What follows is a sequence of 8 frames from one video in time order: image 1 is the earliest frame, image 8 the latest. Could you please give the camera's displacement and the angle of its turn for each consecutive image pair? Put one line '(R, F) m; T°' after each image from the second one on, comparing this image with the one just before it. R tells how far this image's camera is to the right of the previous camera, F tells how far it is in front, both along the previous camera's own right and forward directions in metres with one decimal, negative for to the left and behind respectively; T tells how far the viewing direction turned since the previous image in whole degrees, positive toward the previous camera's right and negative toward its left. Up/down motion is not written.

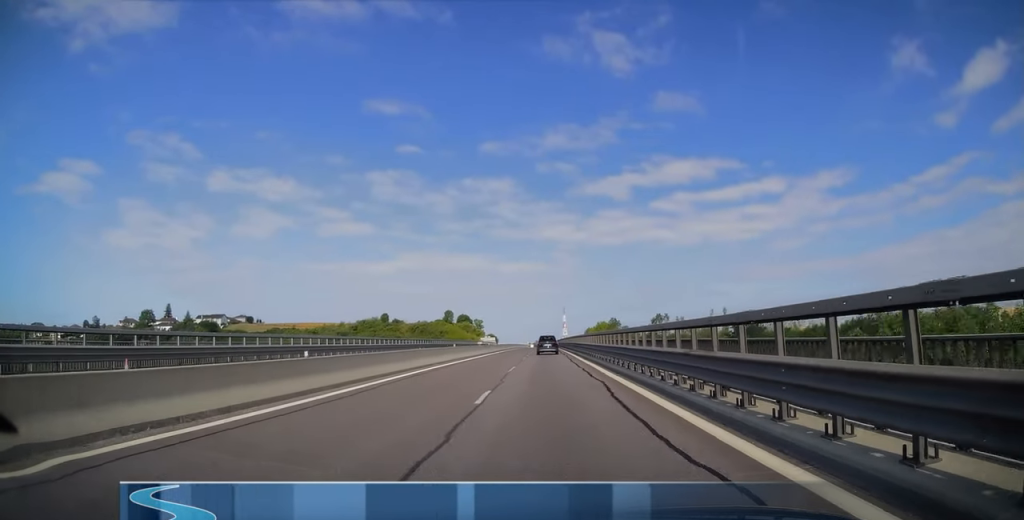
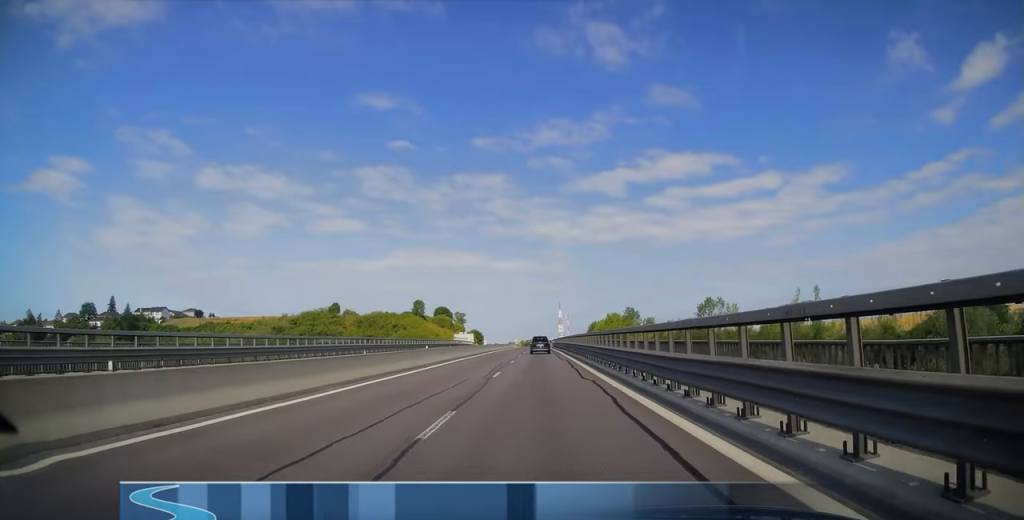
(+0.2, +56.7) m; +1°
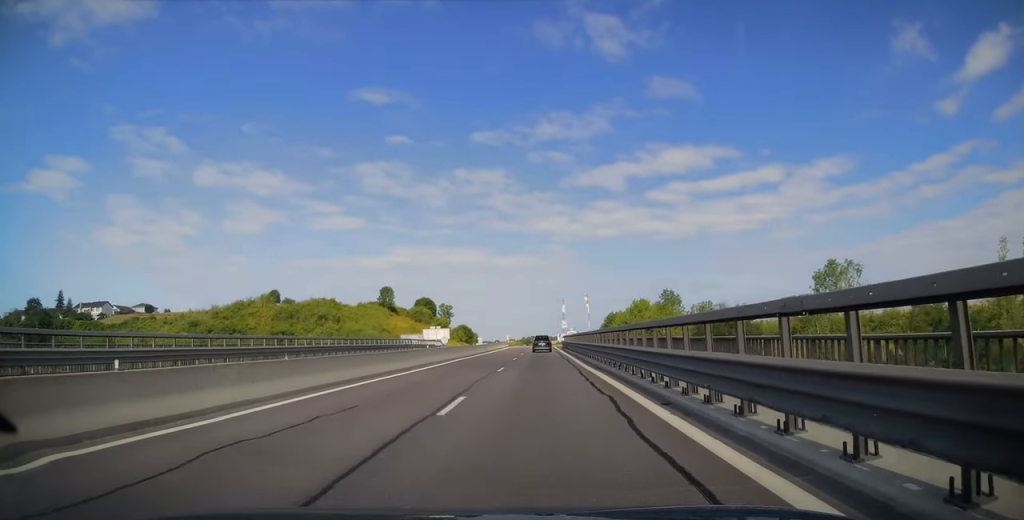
(+0.3, +49.7) m; 0°
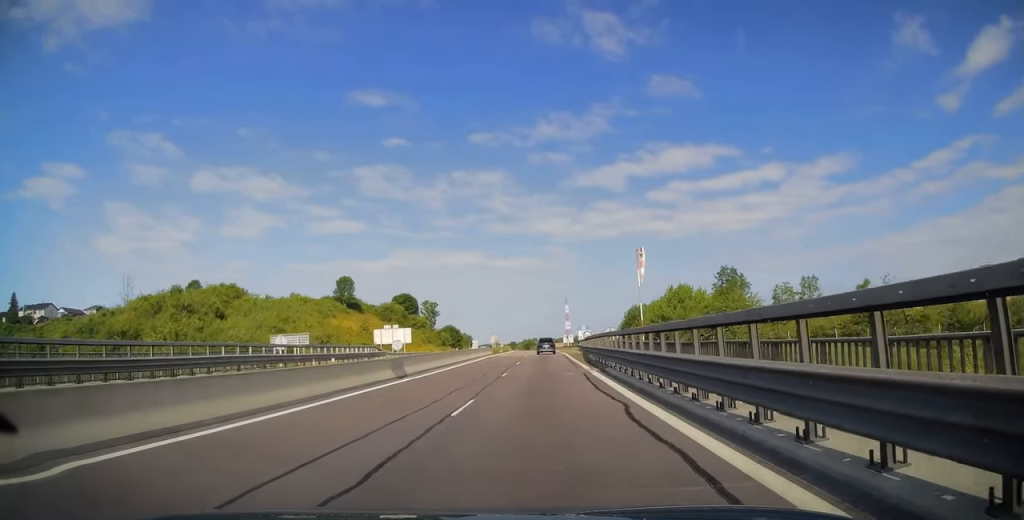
(+0.1, +39.4) m; 0°
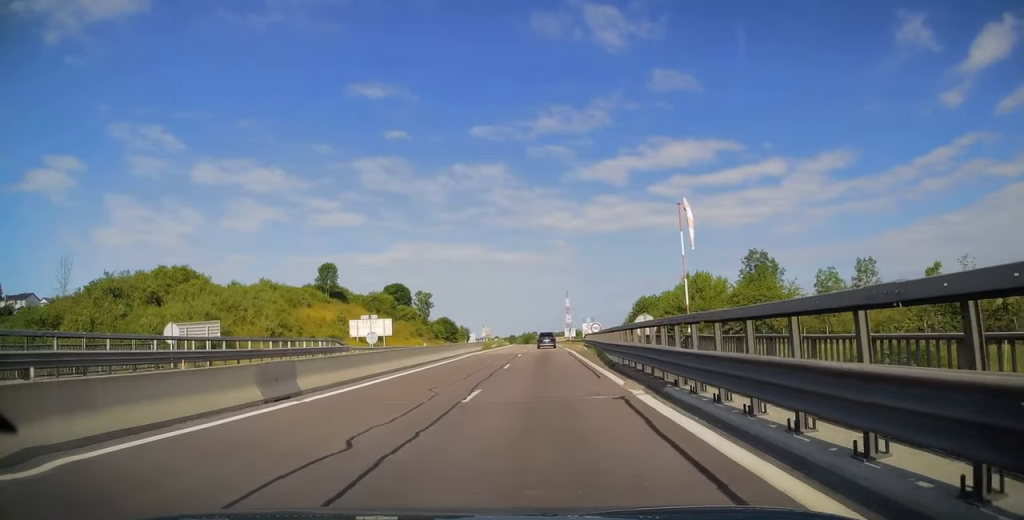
(0.0, +11.7) m; 0°
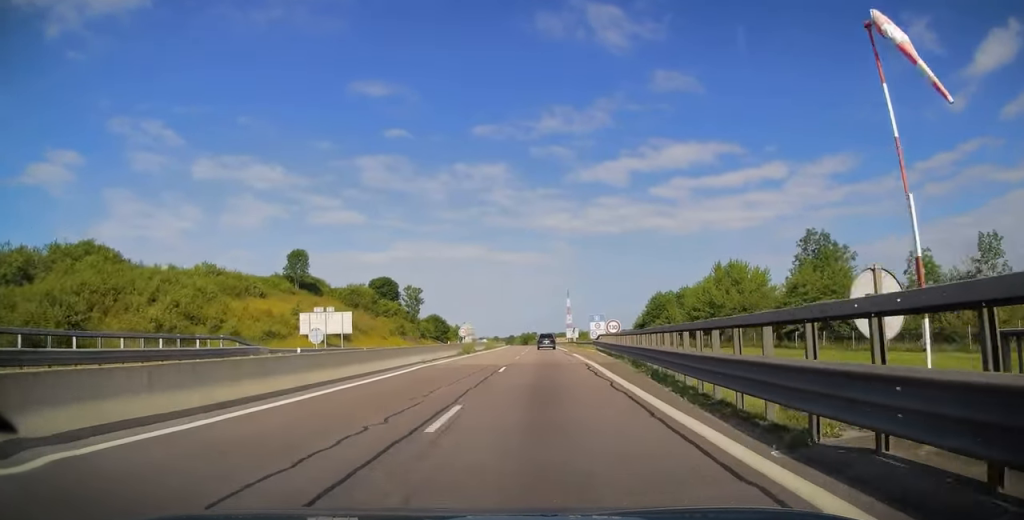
(0.0, +16.6) m; 0°
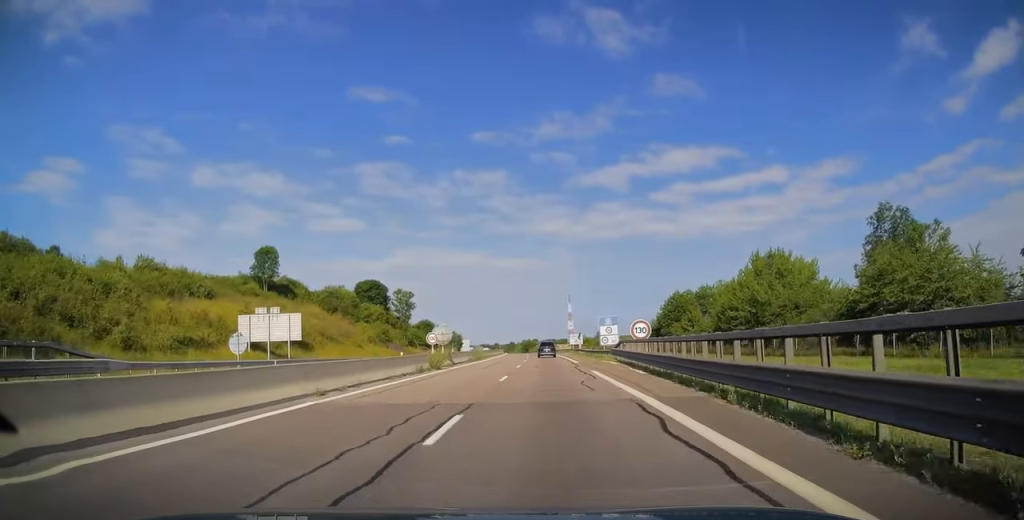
(0.0, +13.7) m; 0°
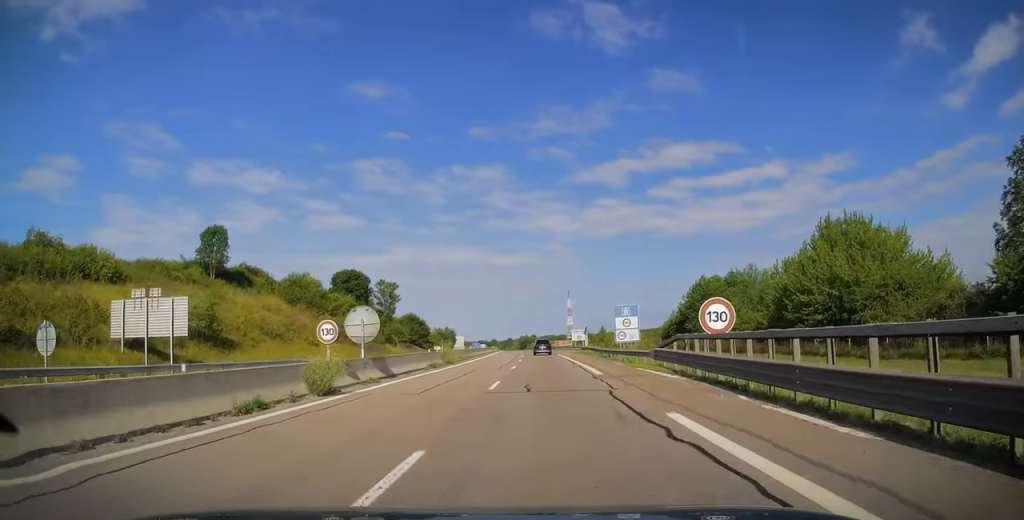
(0.0, +16.6) m; 0°
